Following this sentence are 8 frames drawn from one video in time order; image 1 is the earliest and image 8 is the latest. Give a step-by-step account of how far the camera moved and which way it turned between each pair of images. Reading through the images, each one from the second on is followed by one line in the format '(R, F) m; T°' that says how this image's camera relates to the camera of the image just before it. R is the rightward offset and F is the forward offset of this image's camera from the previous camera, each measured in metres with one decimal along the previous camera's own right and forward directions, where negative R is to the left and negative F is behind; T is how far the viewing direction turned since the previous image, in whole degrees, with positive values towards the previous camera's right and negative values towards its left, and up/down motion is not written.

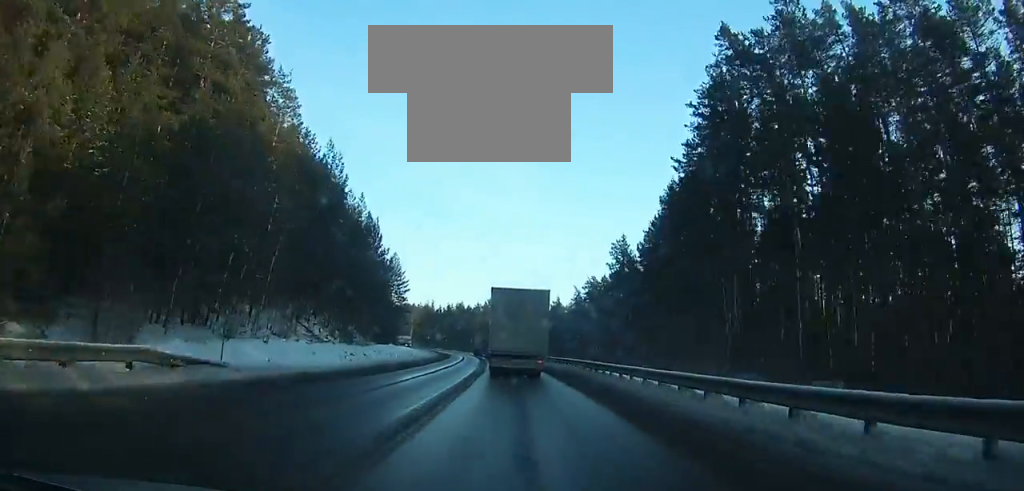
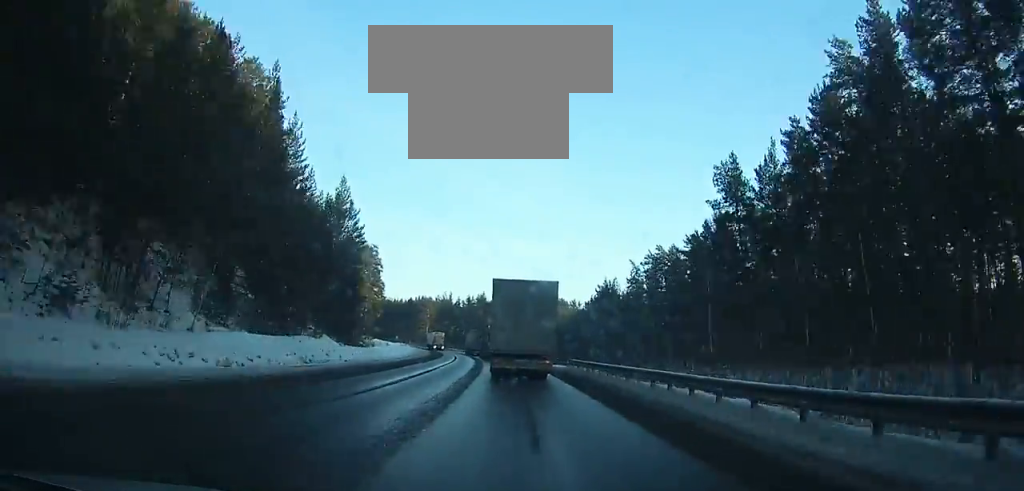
(-0.7, +39.9) m; -2°
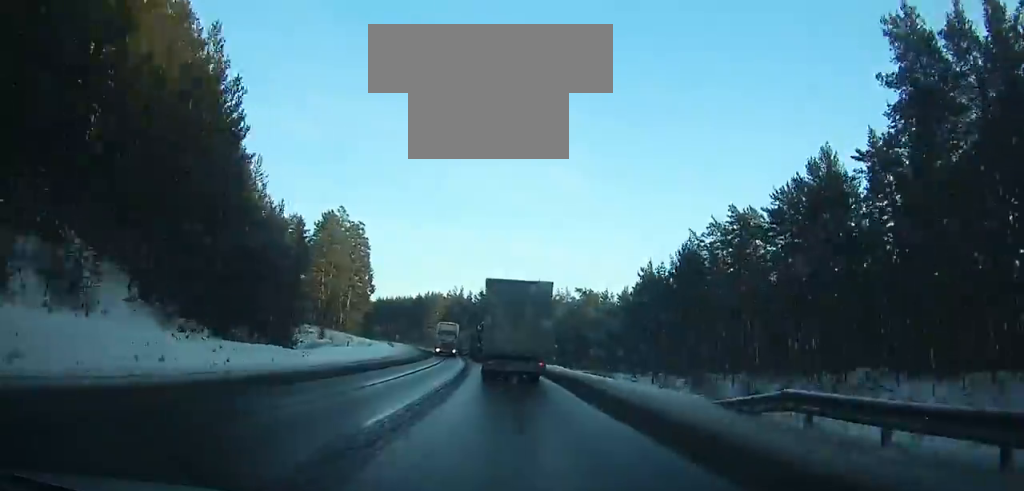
(-0.3, +27.8) m; -3°
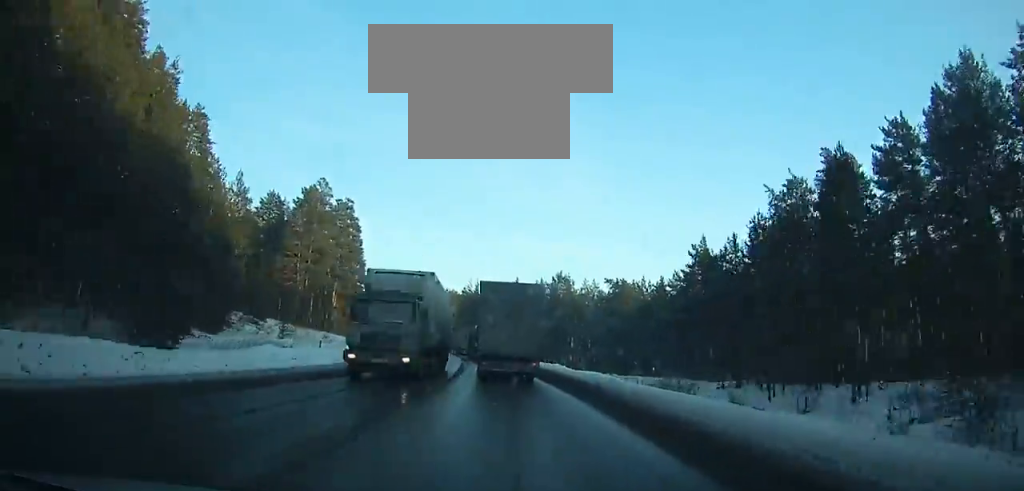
(+0.4, +20.5) m; -3°
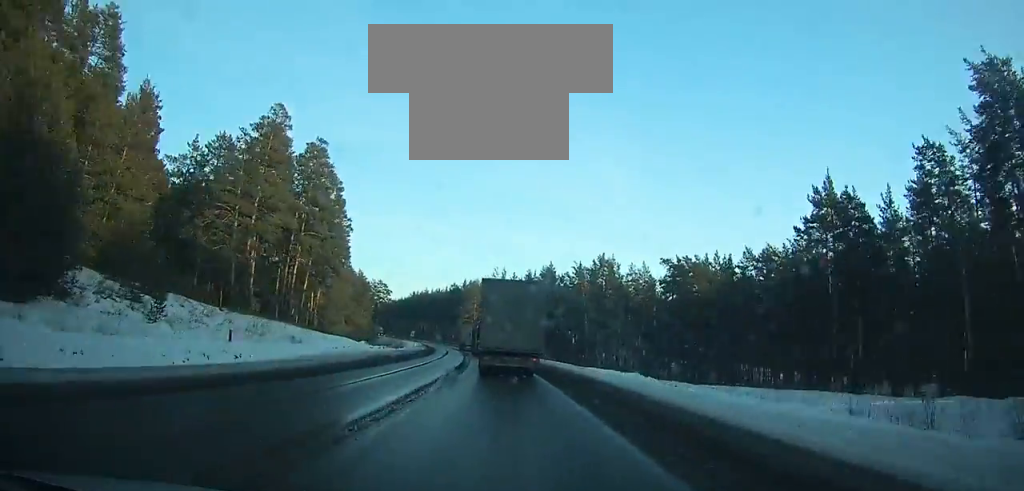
(-2.1, +28.3) m; -4°
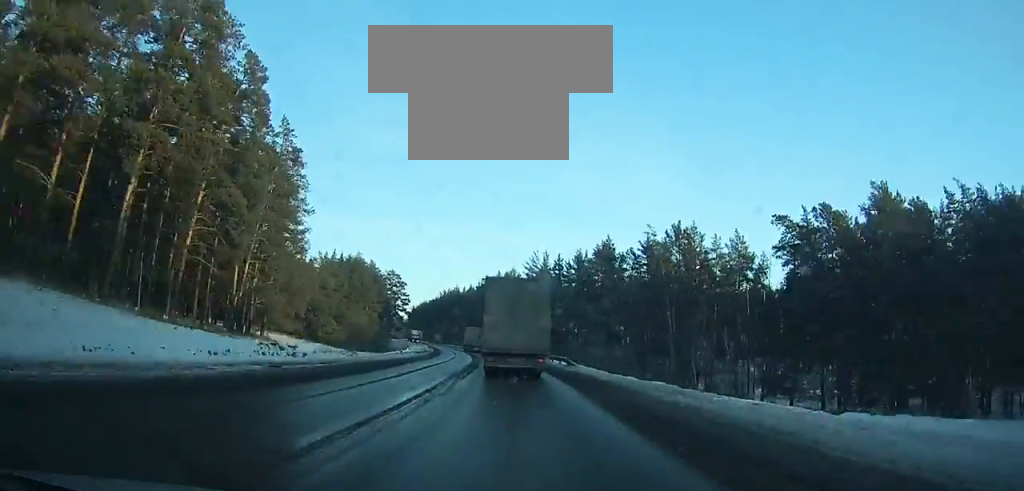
(-1.3, +35.7) m; -3°
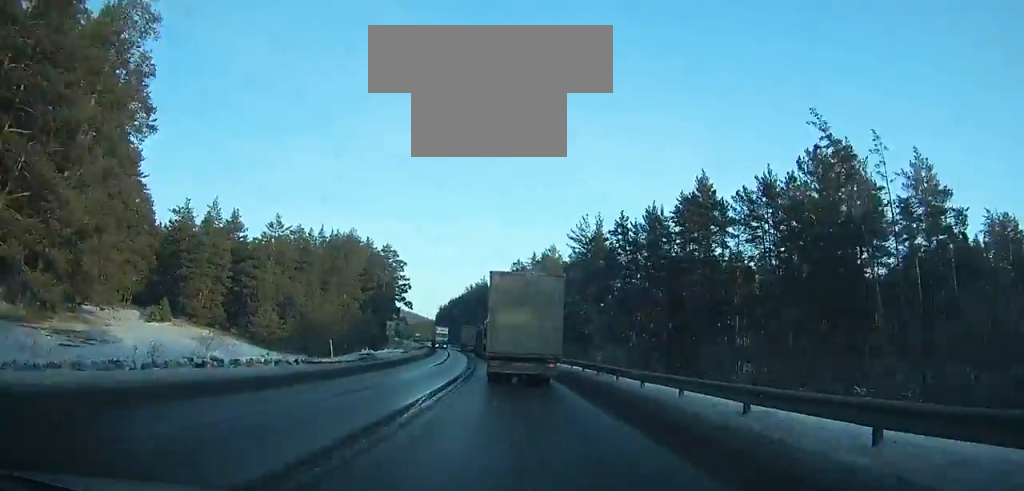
(-0.9, +38.0) m; -3°
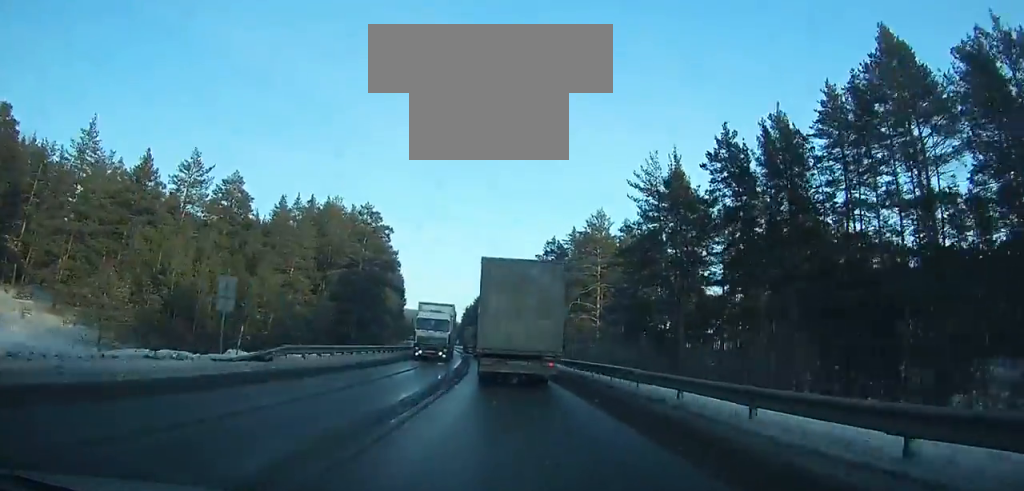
(-0.5, +30.2) m; -2°
